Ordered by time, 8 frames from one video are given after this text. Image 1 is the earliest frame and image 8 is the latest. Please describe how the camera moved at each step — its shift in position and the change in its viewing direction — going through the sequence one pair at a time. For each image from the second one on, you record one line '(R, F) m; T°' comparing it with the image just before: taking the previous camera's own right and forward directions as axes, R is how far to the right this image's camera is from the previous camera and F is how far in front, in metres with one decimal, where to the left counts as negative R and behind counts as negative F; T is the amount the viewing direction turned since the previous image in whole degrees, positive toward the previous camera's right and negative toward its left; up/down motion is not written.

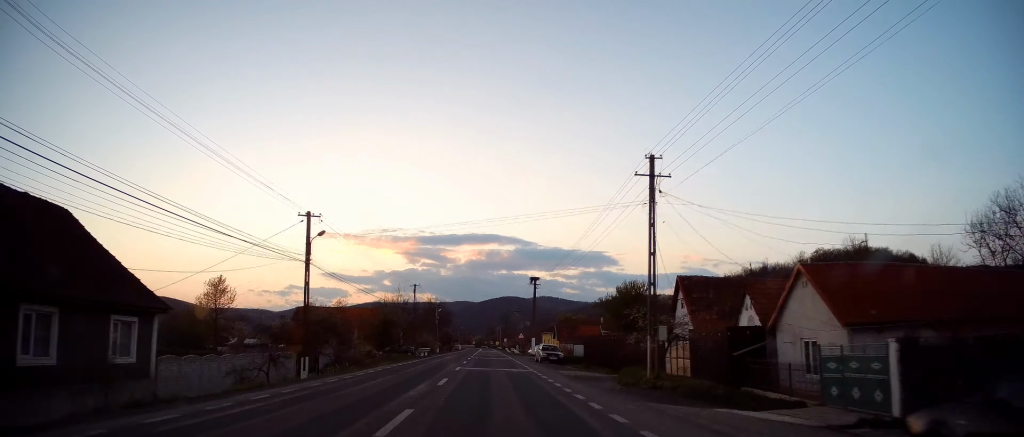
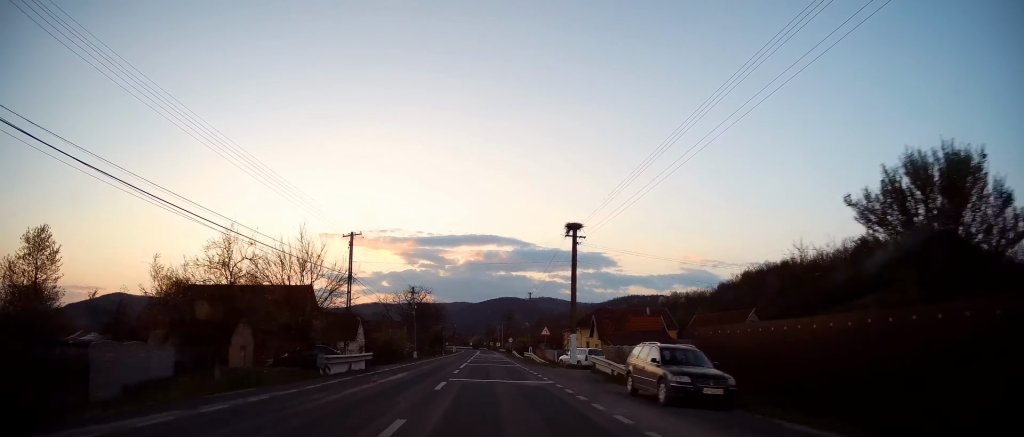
(-0.2, +27.9) m; +1°
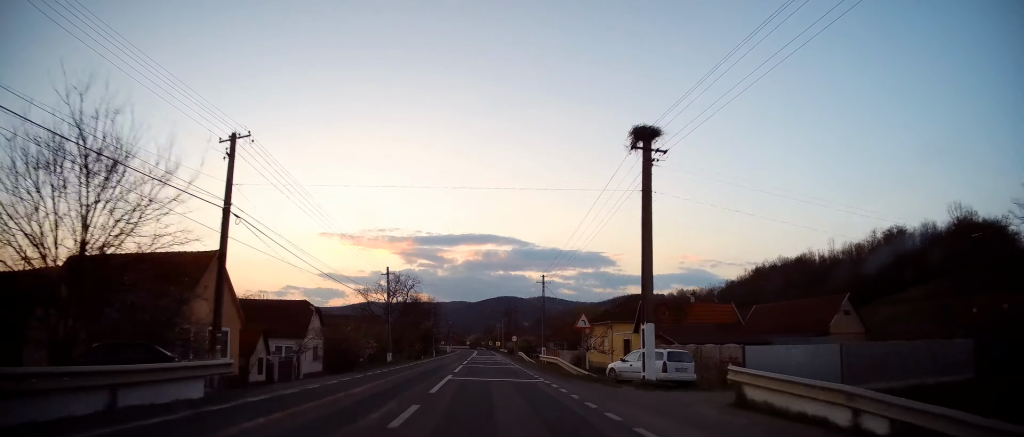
(+0.3, +15.5) m; 0°
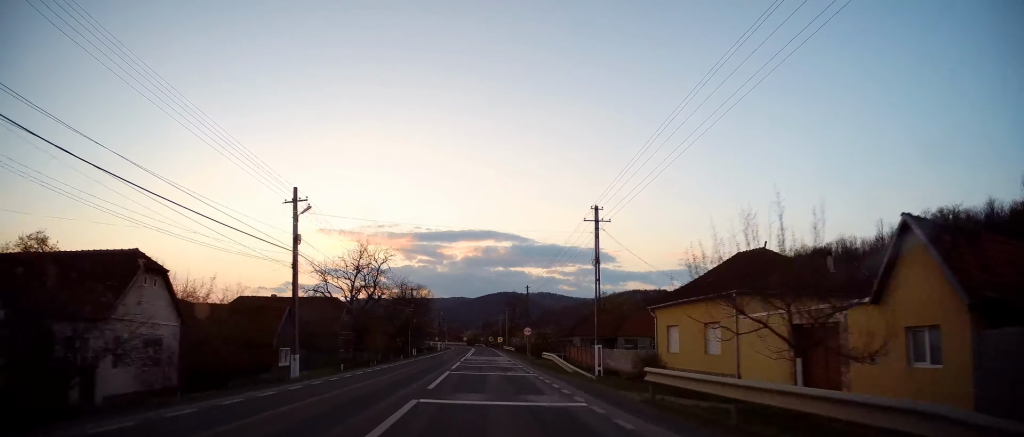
(0.0, +23.0) m; 0°
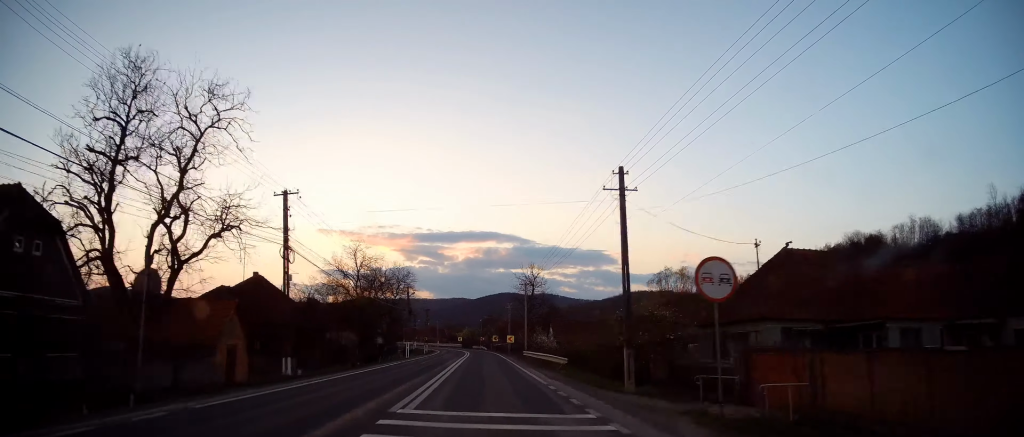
(-0.4, +40.0) m; 0°
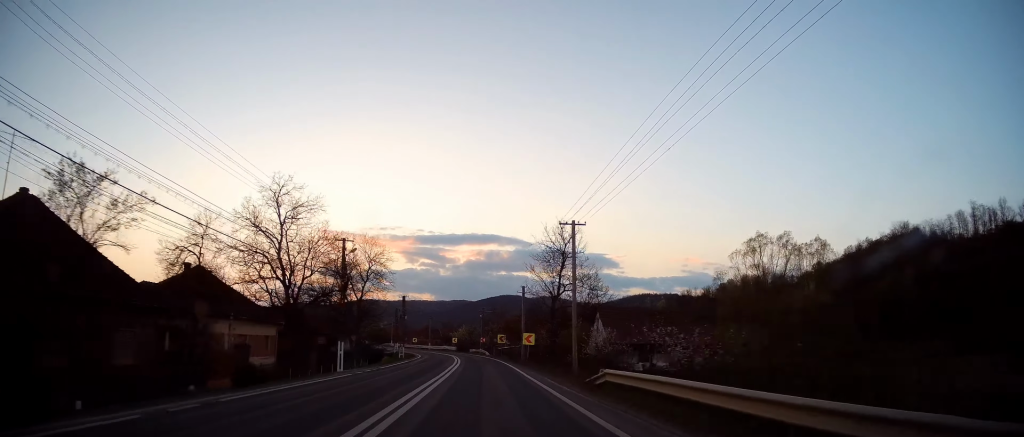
(+0.1, +26.9) m; 0°
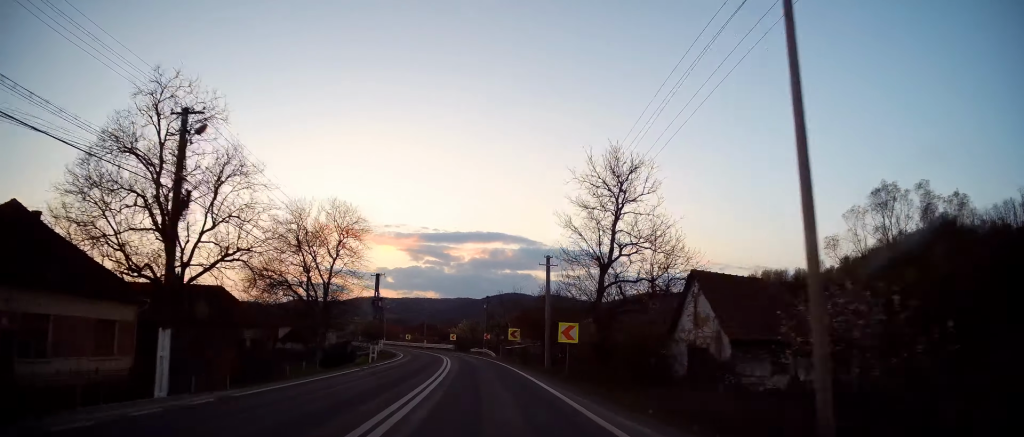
(-0.2, +17.9) m; 0°
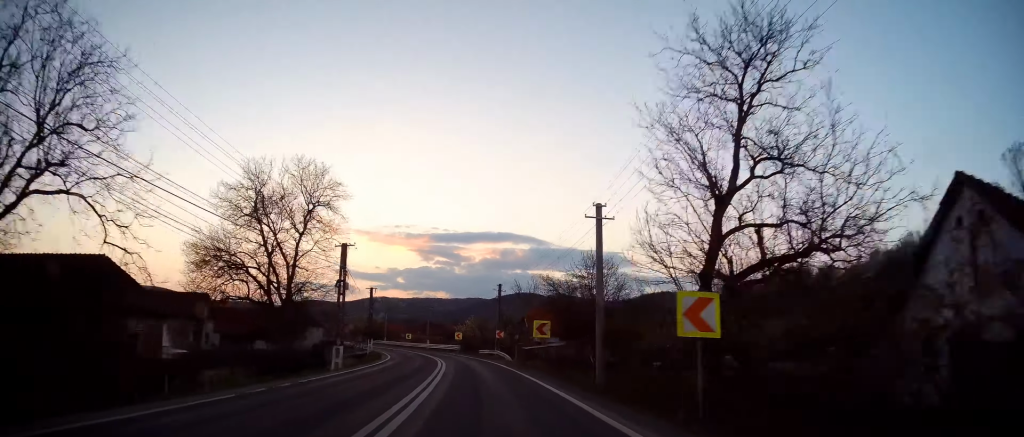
(+0.1, +13.7) m; -1°
